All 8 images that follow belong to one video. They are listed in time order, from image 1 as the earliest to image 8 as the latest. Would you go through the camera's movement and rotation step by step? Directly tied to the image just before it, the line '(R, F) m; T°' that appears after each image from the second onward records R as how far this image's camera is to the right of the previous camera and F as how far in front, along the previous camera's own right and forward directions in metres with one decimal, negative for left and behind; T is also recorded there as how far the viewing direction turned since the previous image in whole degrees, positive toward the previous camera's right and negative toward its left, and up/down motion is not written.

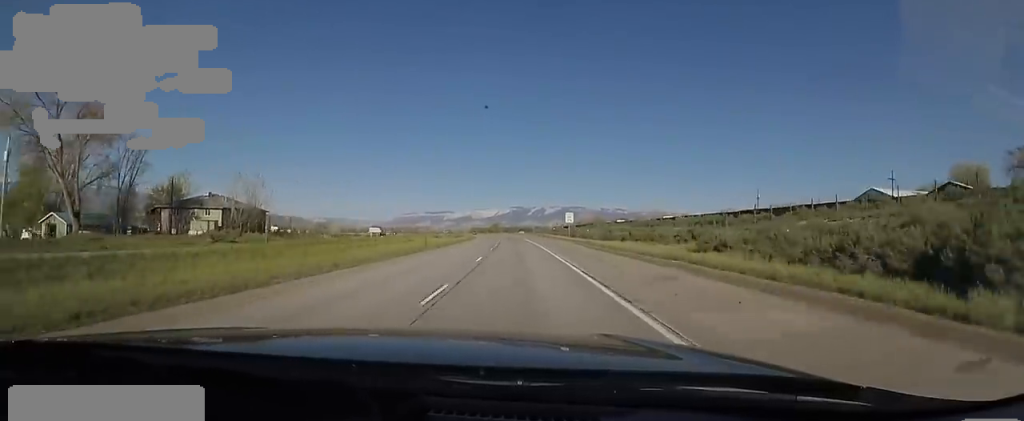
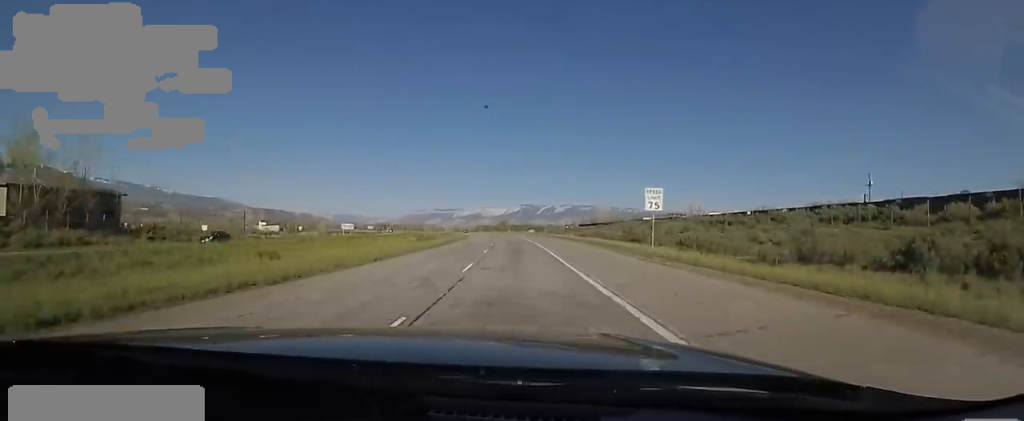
(-0.7, +41.6) m; -1°
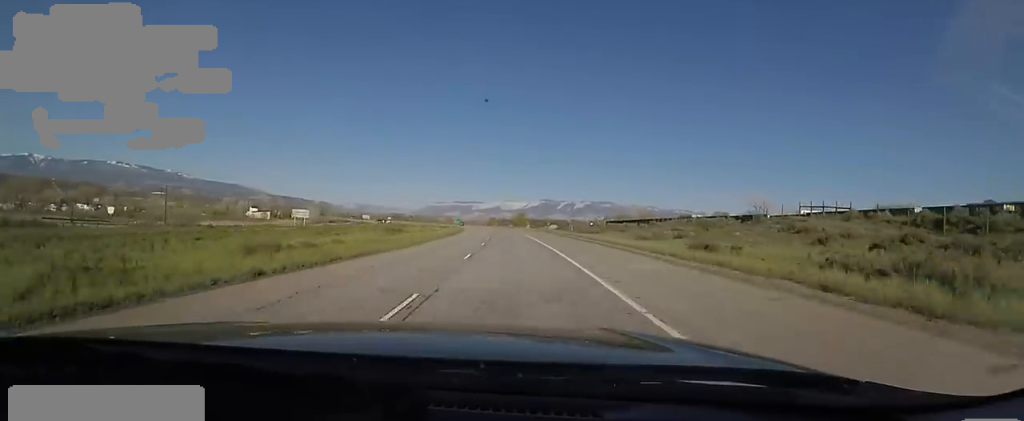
(-0.1, +47.4) m; 0°
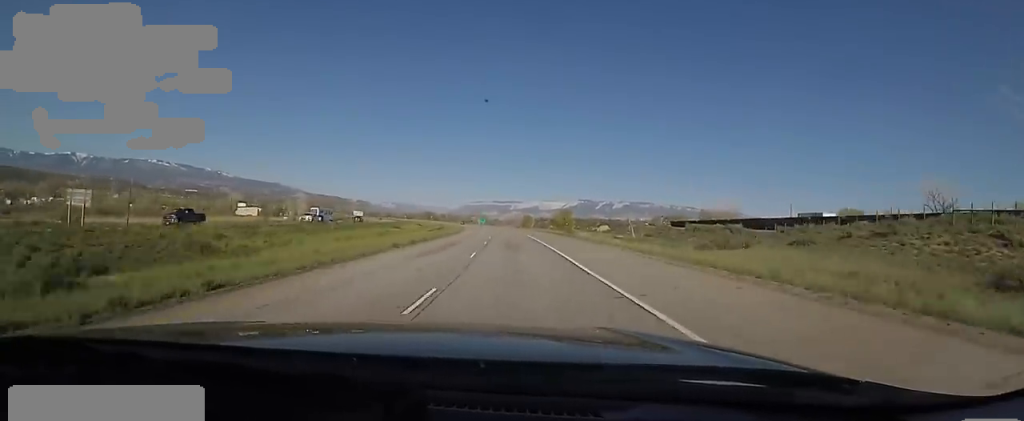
(-3.9, +71.9) m; -8°
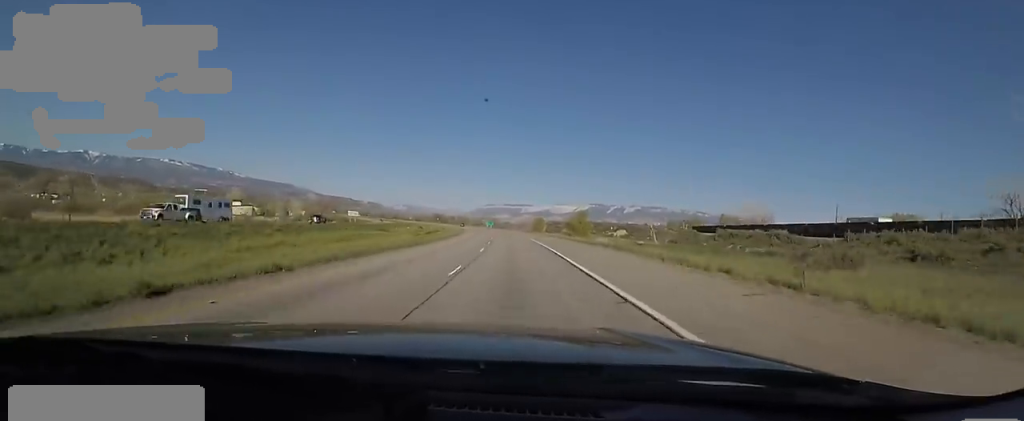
(-0.7, +19.9) m; -1°
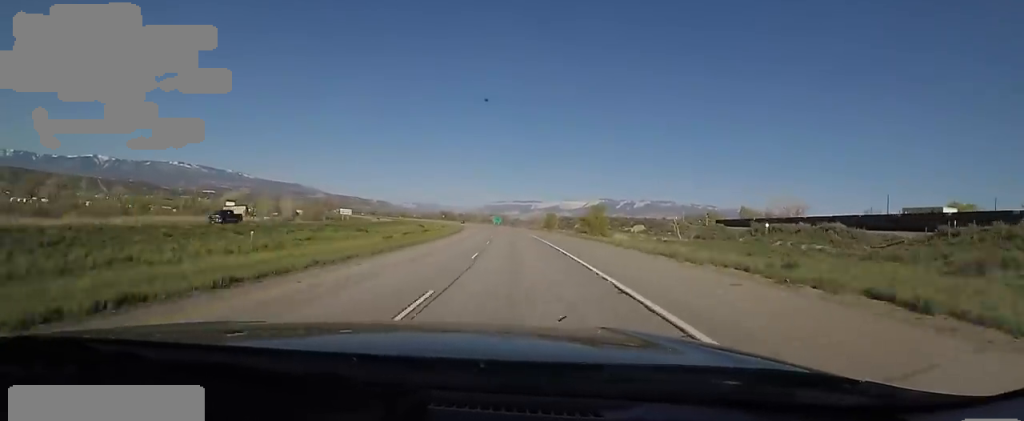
(-0.2, +18.7) m; -1°
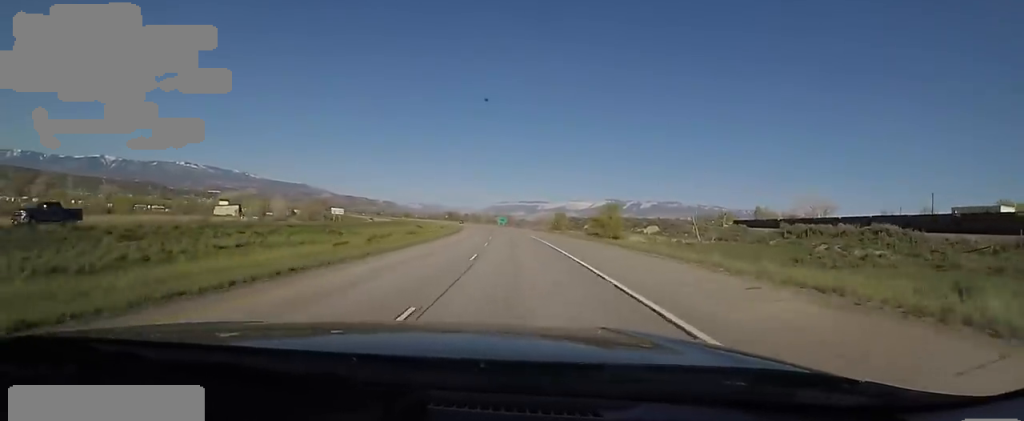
(0.0, +14.0) m; 0°
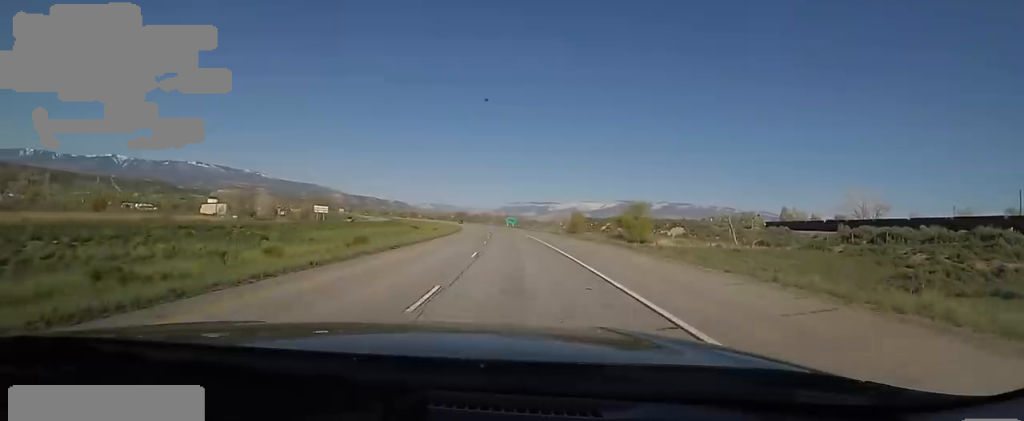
(0.0, +22.2) m; -1°
